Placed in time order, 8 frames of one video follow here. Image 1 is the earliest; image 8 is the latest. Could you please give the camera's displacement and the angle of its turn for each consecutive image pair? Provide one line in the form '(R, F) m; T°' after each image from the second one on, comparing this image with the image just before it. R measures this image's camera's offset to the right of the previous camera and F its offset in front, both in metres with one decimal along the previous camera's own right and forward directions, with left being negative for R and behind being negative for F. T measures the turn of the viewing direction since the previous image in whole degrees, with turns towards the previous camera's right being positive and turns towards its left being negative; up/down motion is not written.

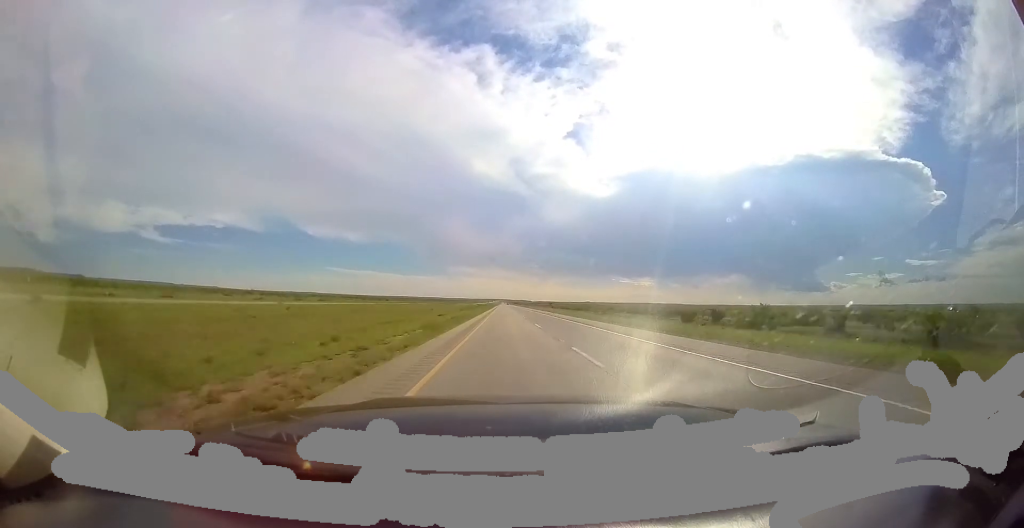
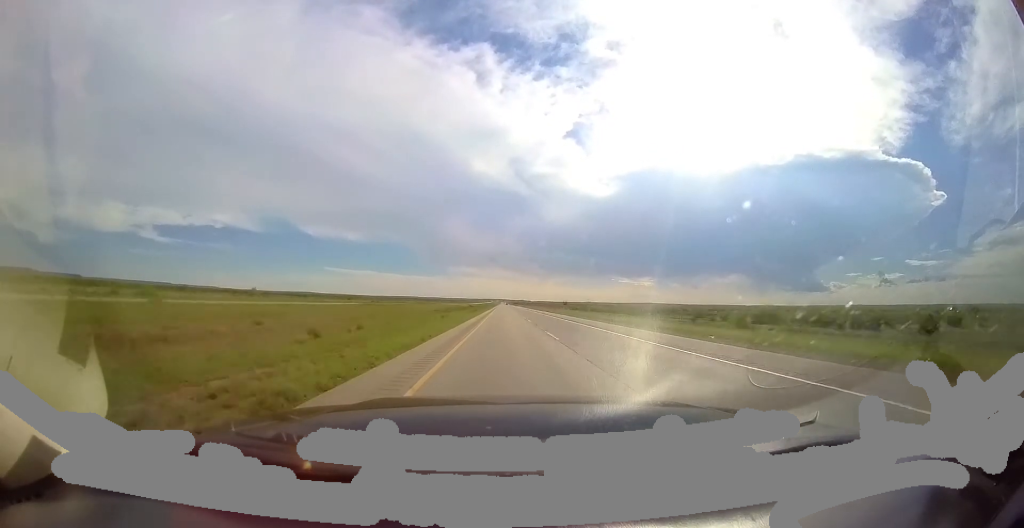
(-0.1, +55.9) m; +1°
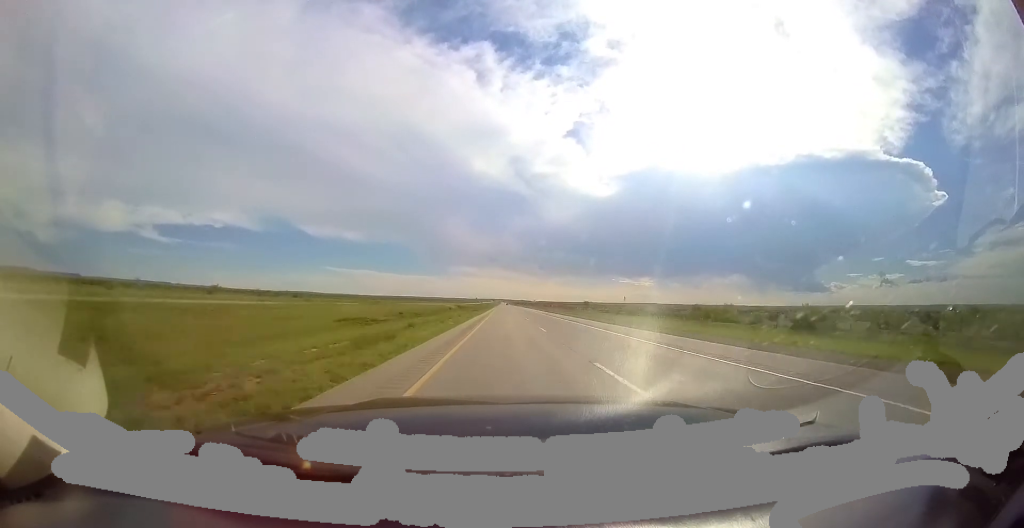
(+0.7, +46.3) m; 0°
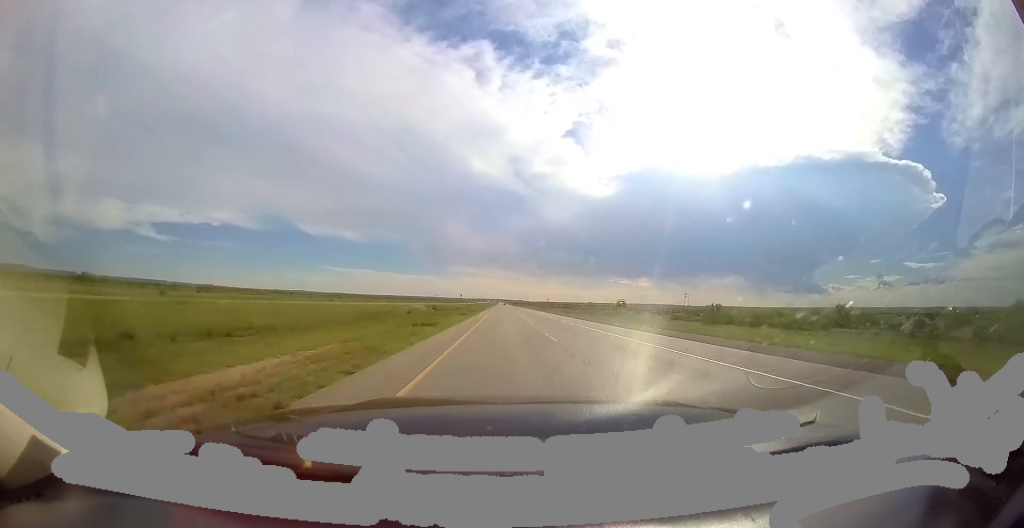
(-0.1, +41.4) m; 0°
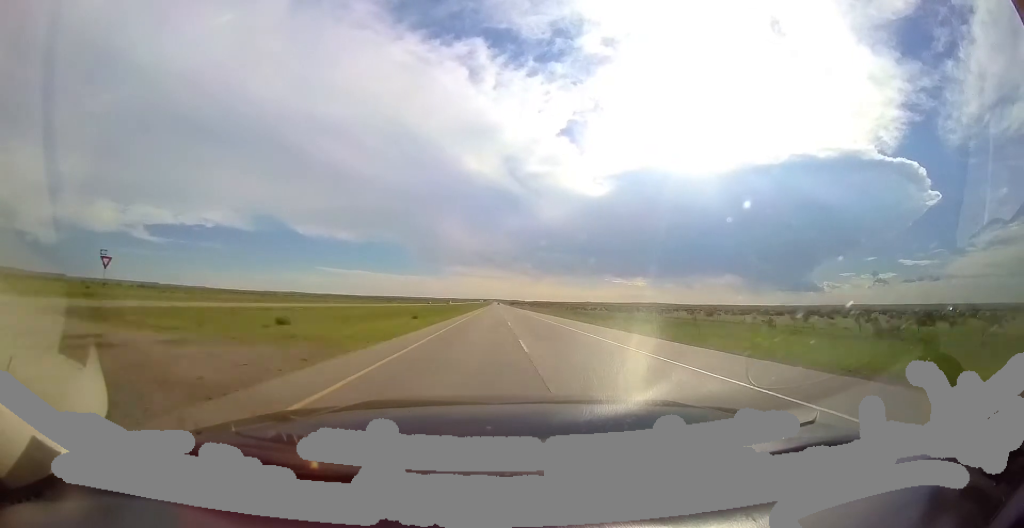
(0.0, +90.2) m; 0°
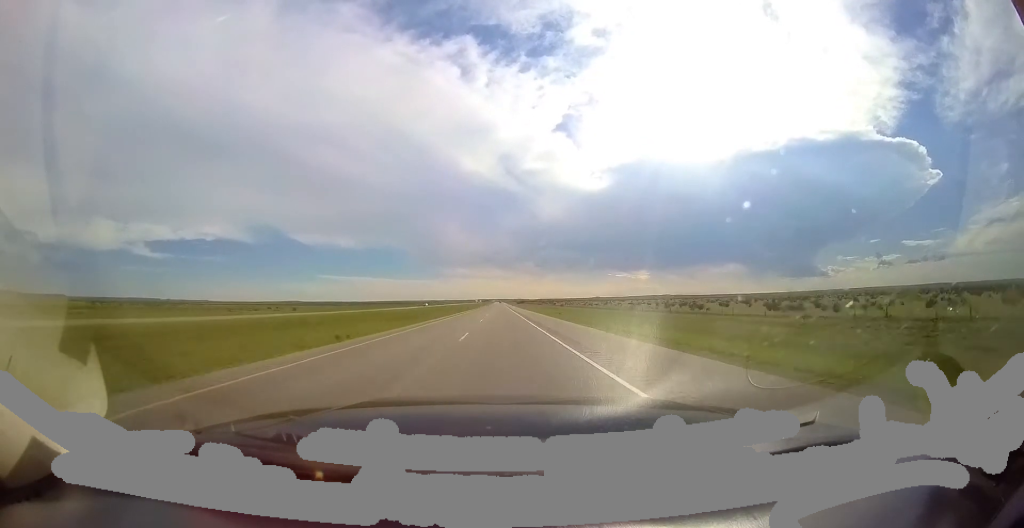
(+0.4, +131.5) m; 0°
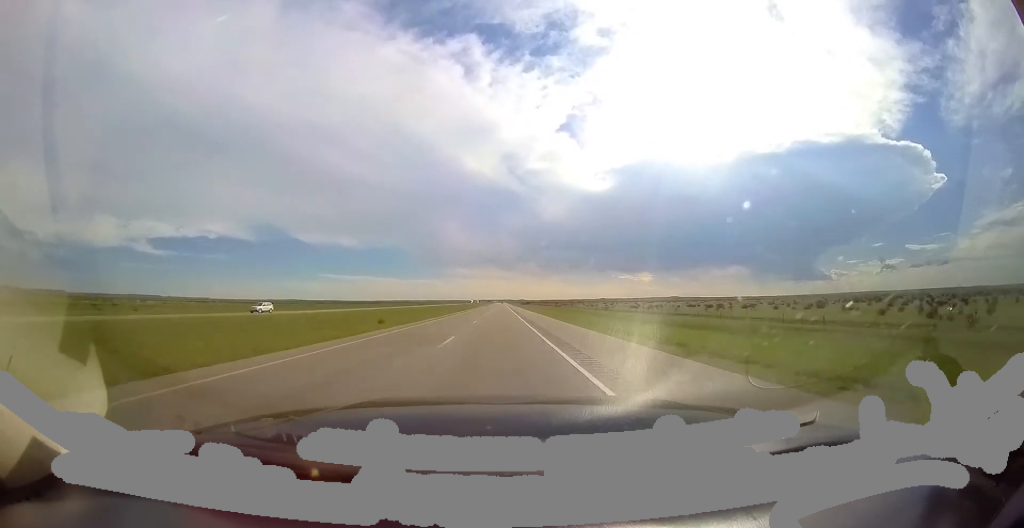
(0.0, +63.2) m; 0°
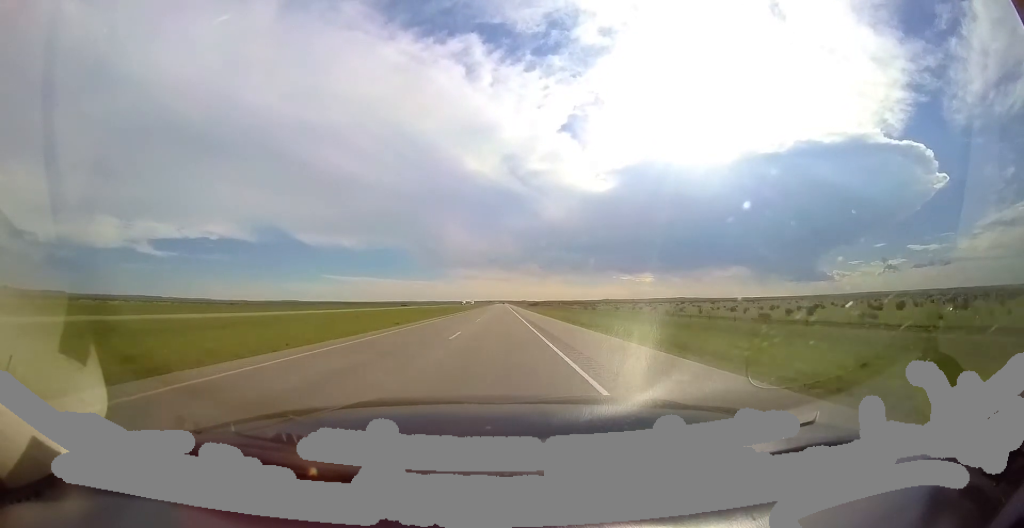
(-0.2, +58.2) m; -1°
